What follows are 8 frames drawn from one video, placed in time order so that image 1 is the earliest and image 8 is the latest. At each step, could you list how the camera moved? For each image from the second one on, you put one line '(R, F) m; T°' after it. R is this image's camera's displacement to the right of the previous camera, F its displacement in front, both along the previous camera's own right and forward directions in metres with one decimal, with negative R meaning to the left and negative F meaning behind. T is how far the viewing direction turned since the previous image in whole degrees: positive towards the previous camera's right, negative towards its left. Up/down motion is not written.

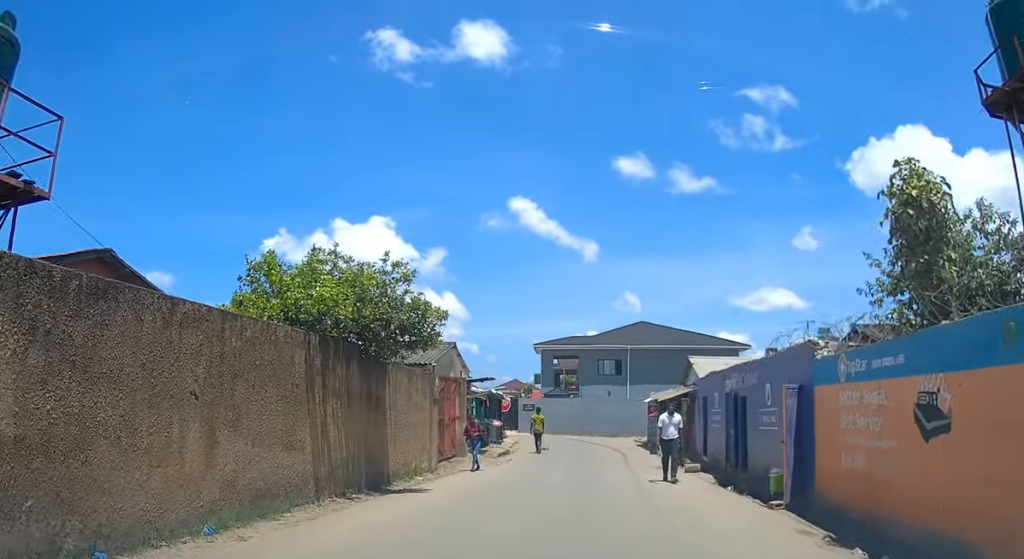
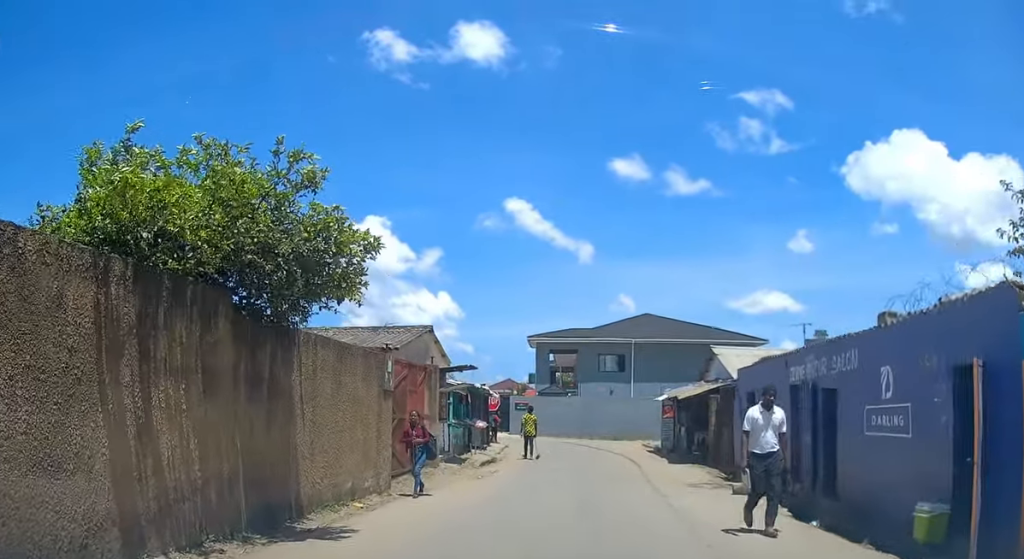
(+0.1, +5.2) m; +5°
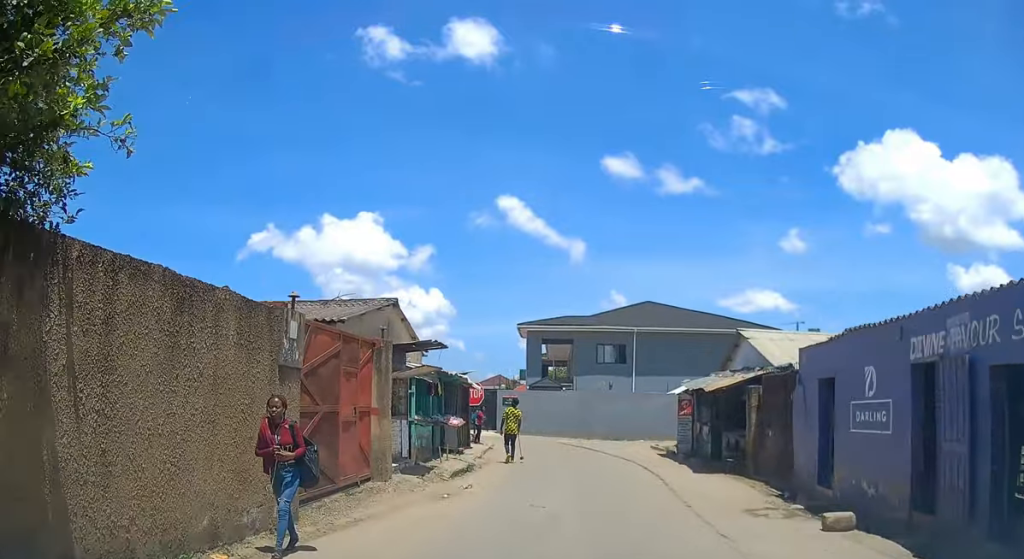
(+0.3, +4.7) m; +3°
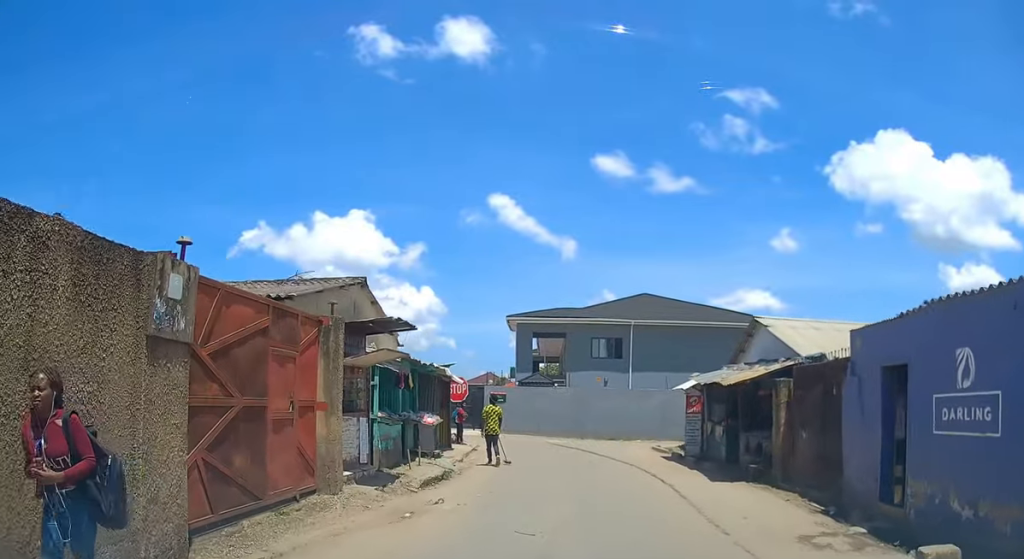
(0.0, +2.7) m; 0°
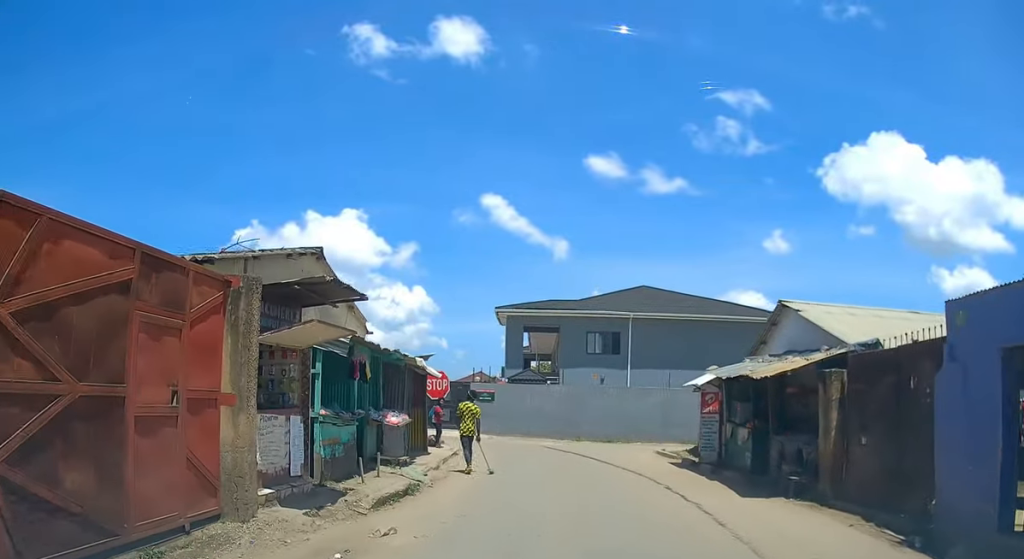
(0.0, +2.9) m; 0°
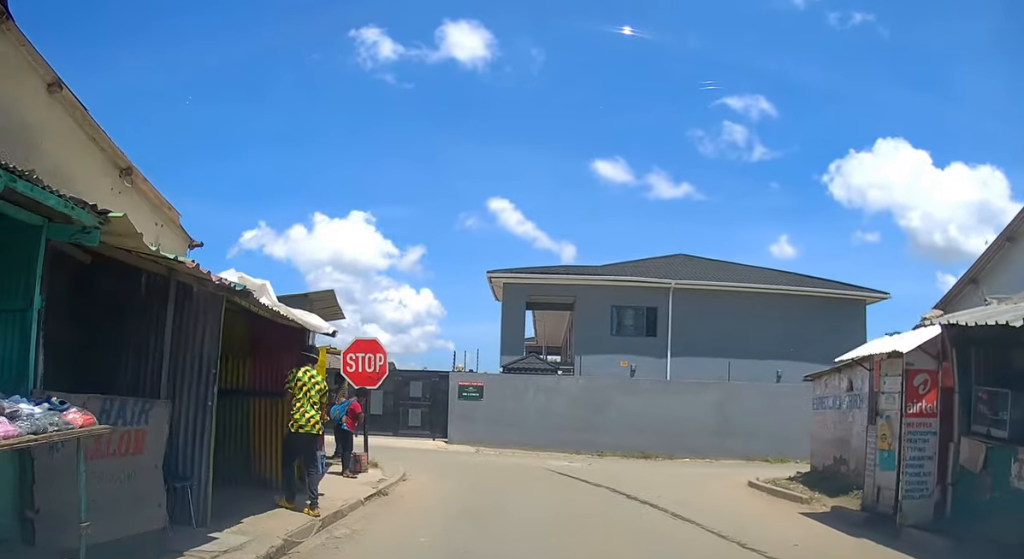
(0.0, +10.1) m; -16°
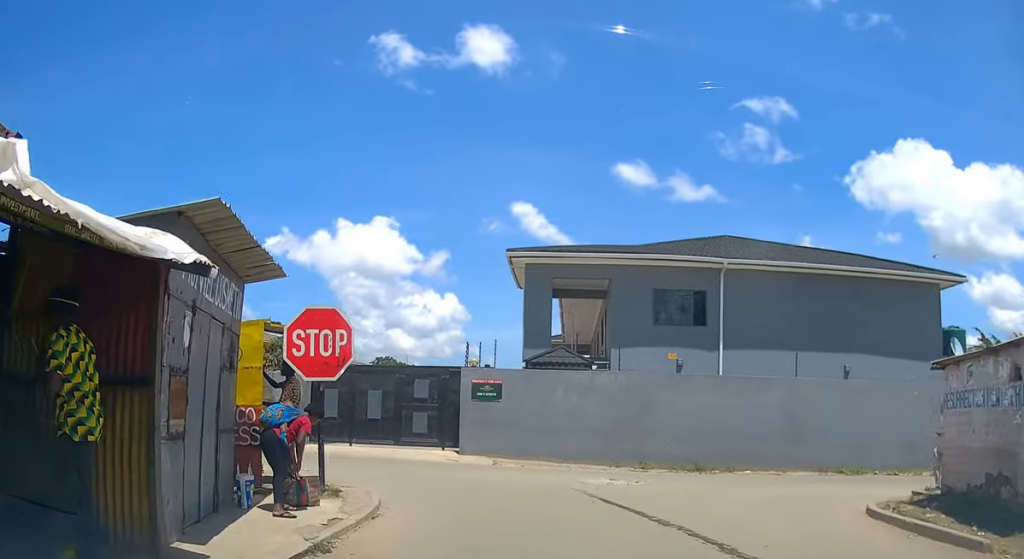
(-1.2, +4.0) m; -5°
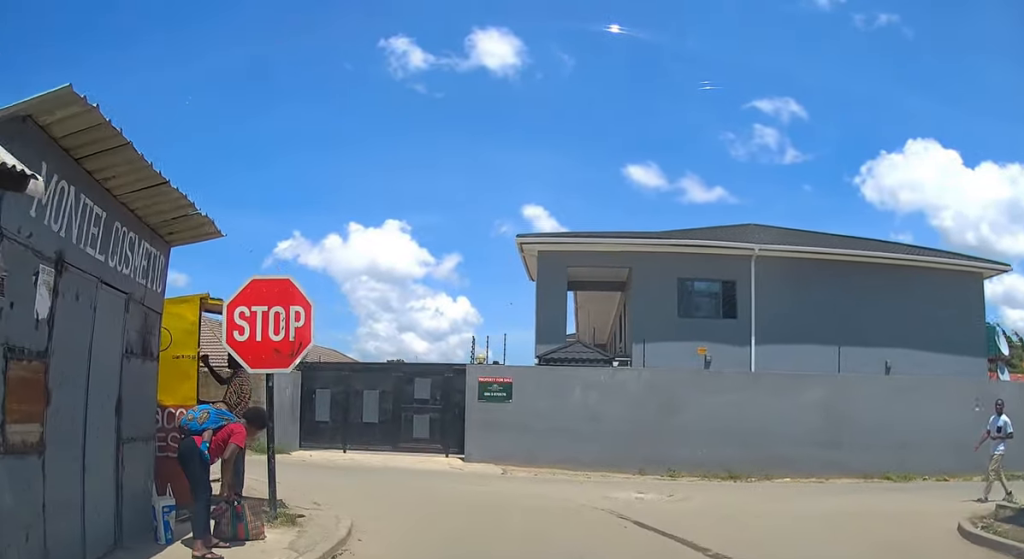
(+0.1, +2.1) m; +2°
